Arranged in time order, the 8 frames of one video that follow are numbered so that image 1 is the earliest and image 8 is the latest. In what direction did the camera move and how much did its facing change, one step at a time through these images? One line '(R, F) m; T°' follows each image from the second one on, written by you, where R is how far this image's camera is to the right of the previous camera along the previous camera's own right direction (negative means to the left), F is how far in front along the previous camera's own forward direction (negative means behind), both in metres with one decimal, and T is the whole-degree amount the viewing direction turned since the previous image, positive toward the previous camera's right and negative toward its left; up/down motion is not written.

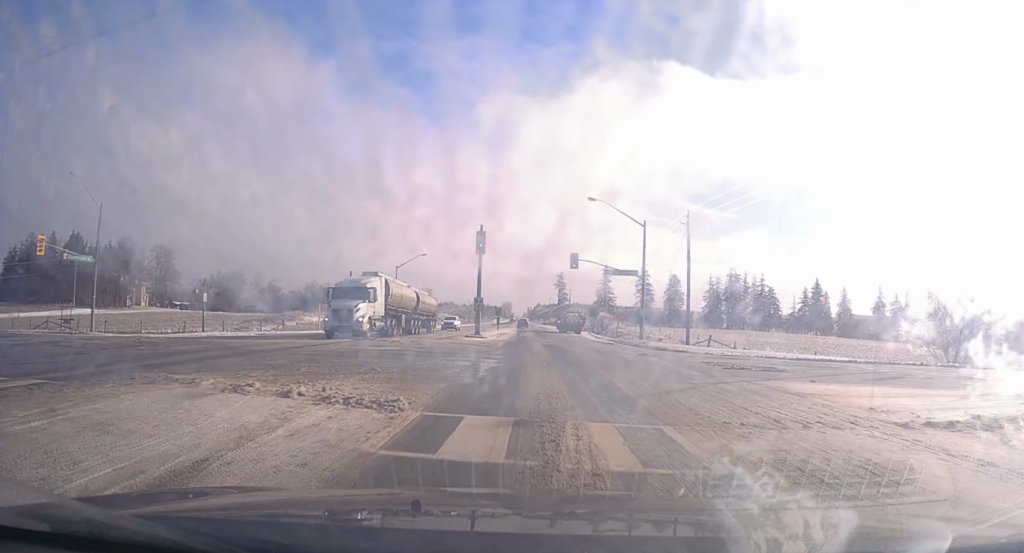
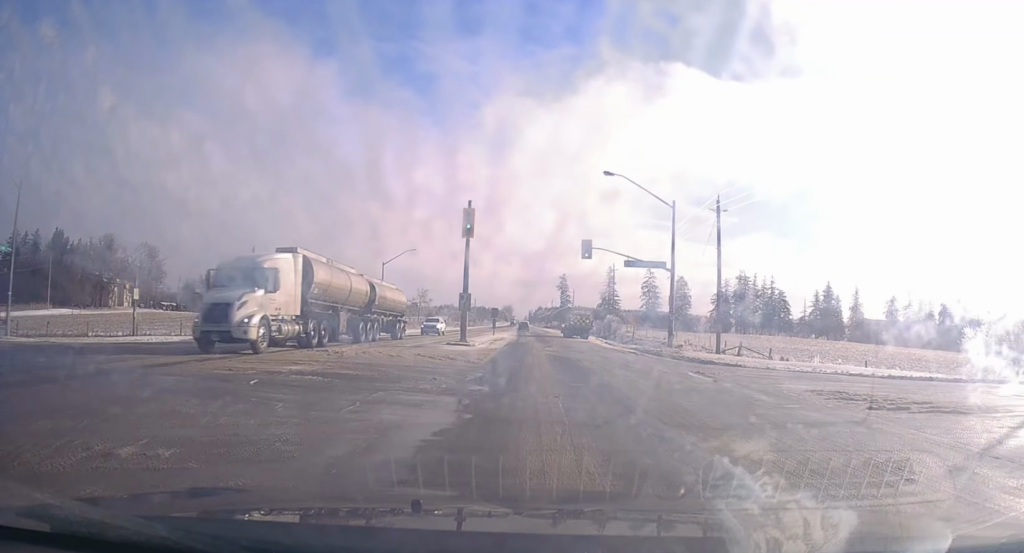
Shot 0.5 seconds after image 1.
(-0.1, +9.4) m; -1°
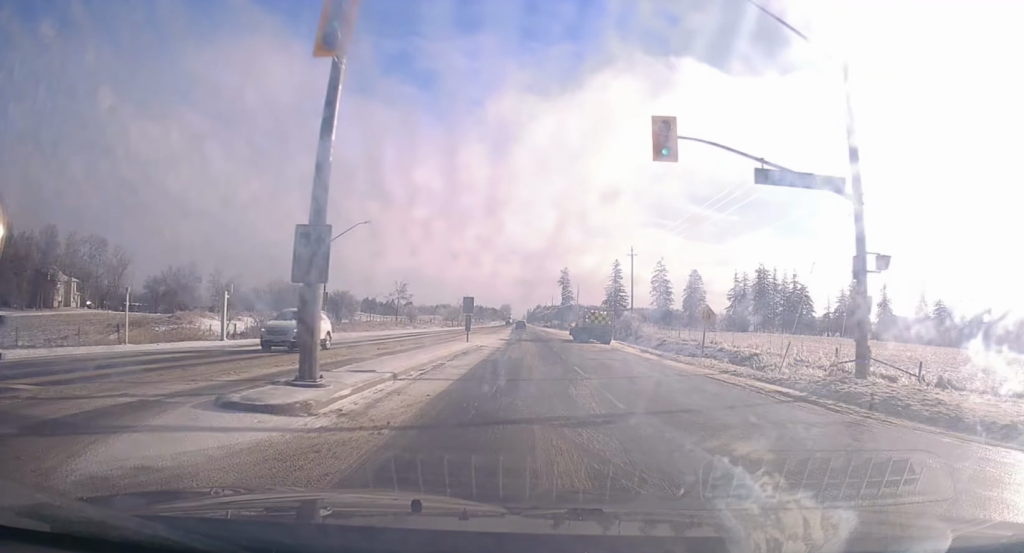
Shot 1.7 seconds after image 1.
(-0.2, +23.3) m; +1°
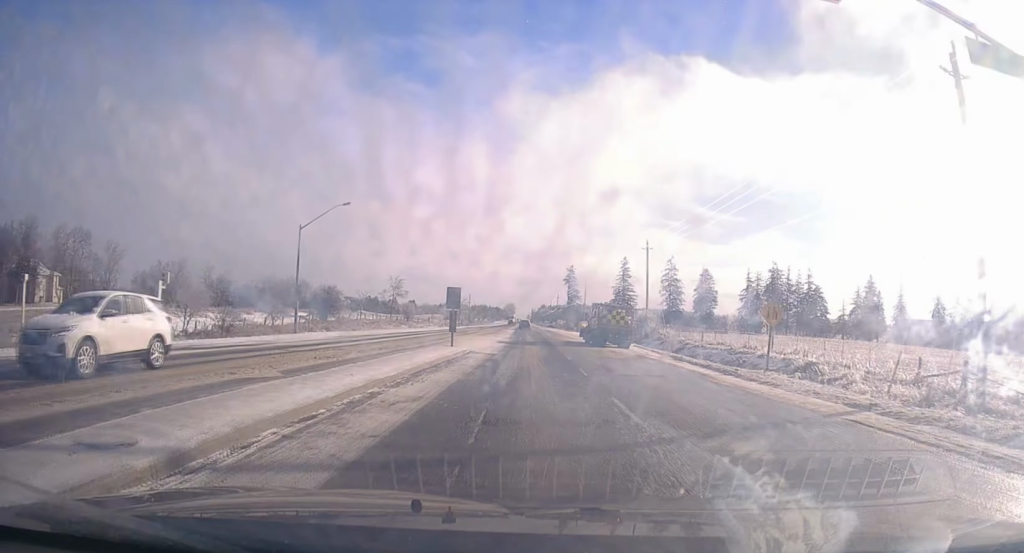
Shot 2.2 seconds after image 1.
(-0.3, +9.0) m; +1°
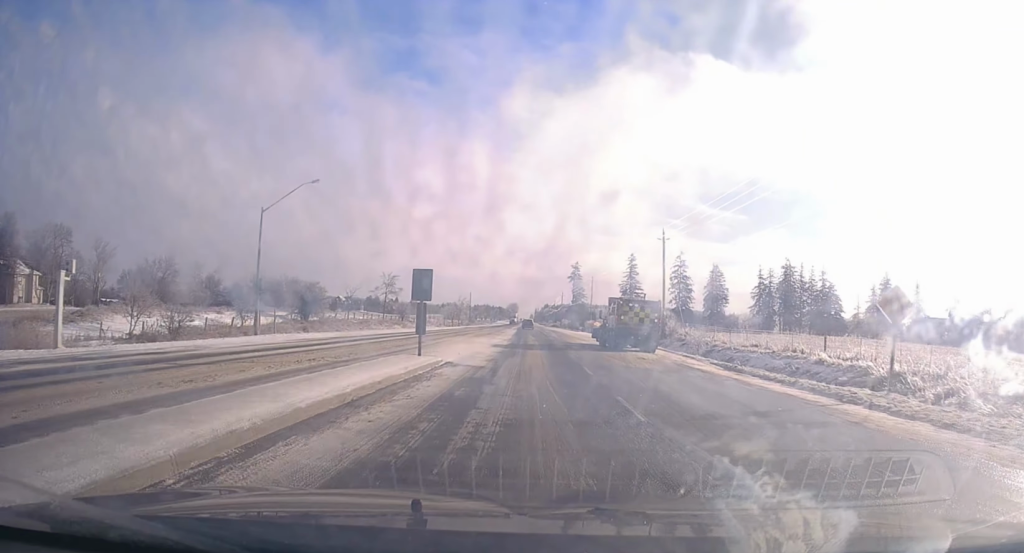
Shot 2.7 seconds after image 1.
(+0.3, +8.4) m; 0°
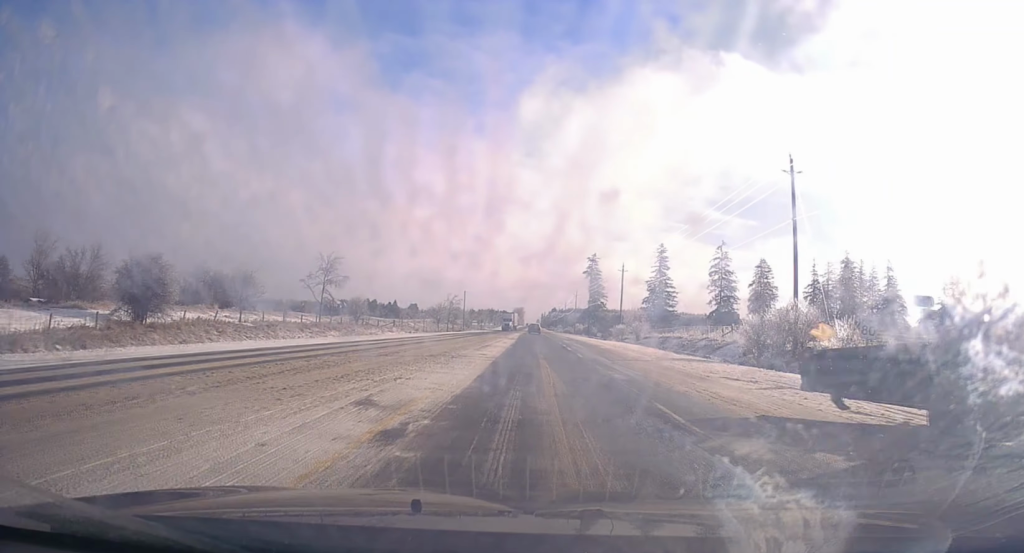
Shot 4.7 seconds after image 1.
(-0.8, +37.2) m; -3°
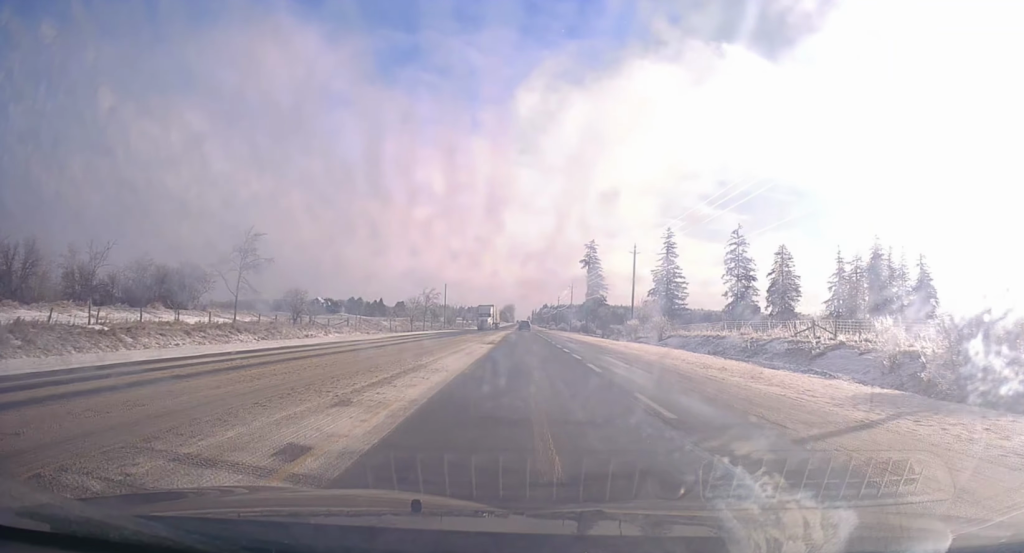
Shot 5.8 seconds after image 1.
(+0.3, +20.5) m; +1°
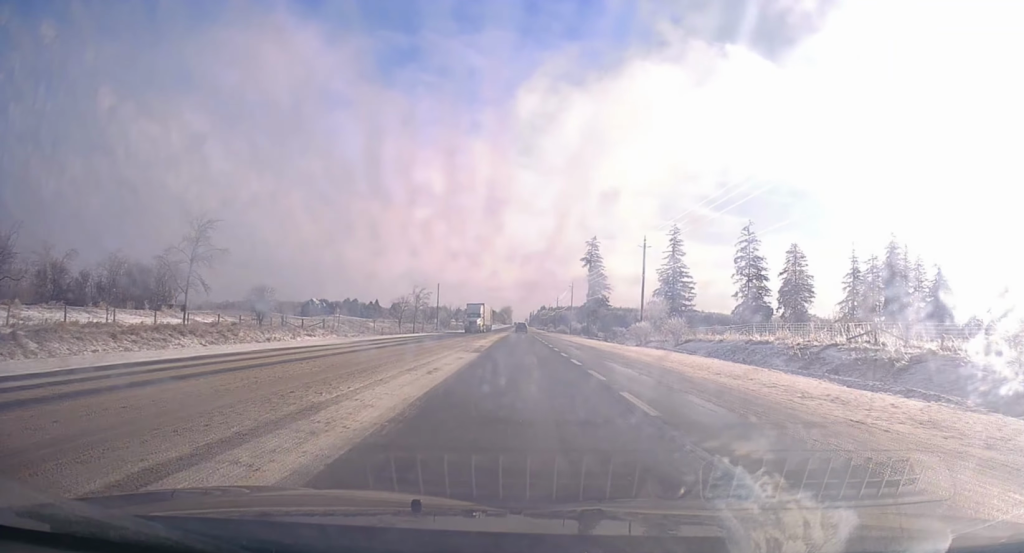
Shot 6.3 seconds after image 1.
(+0.2, +8.2) m; 0°
